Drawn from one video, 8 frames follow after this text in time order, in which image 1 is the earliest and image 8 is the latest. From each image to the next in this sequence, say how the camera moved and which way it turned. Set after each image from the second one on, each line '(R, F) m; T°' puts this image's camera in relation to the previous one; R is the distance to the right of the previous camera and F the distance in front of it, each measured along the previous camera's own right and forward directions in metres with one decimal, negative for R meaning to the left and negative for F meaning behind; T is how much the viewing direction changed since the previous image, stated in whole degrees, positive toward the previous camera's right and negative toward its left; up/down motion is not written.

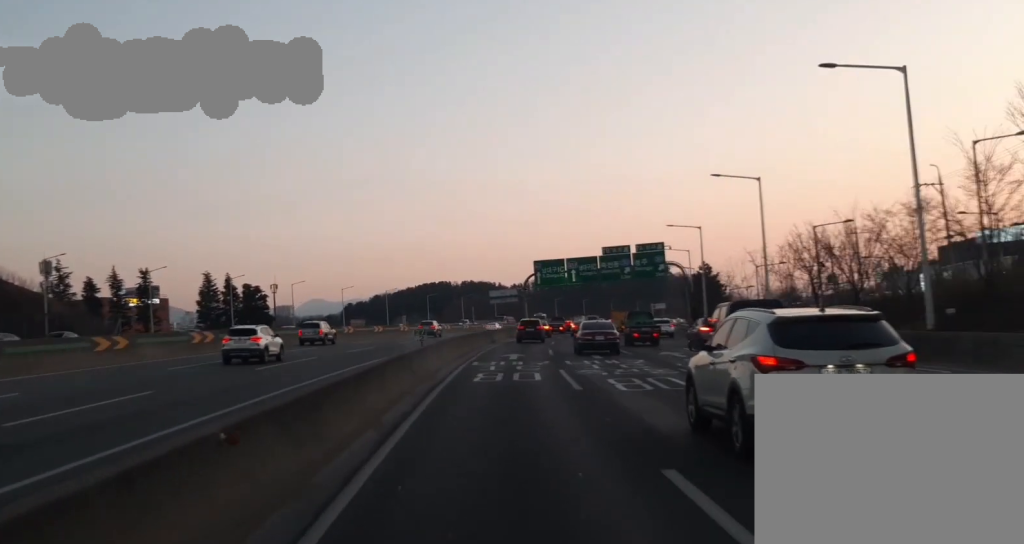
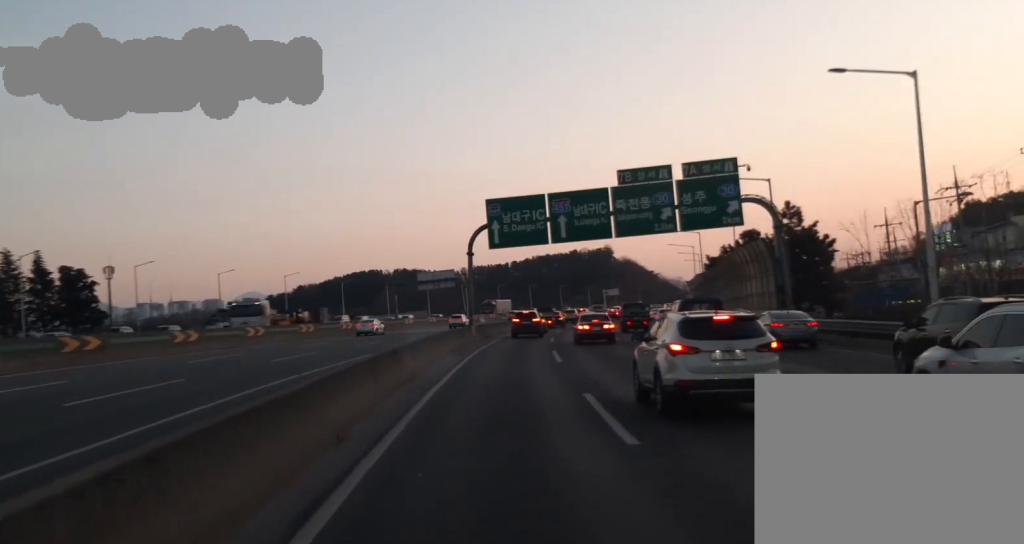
(+0.9, +50.0) m; +3°
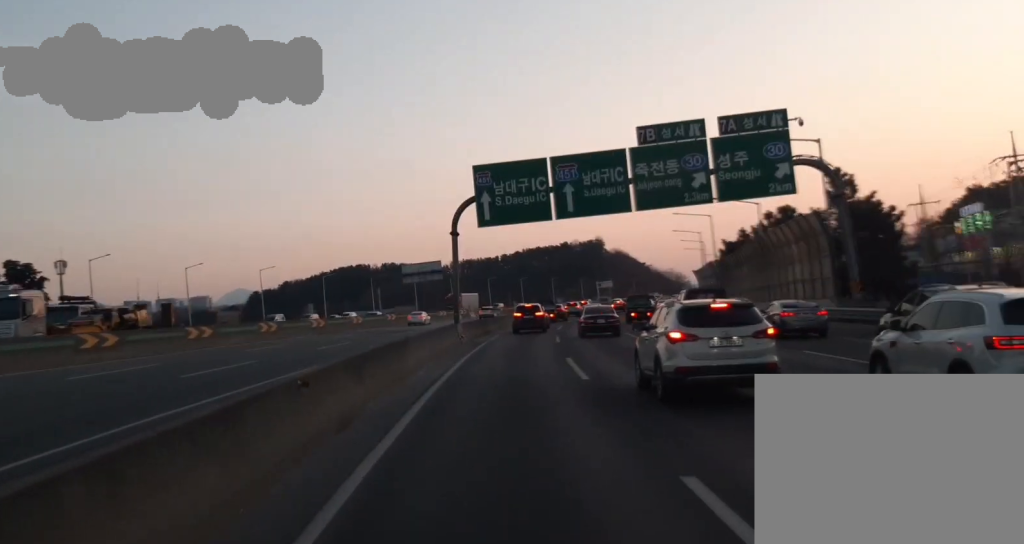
(+0.2, +9.9) m; +1°
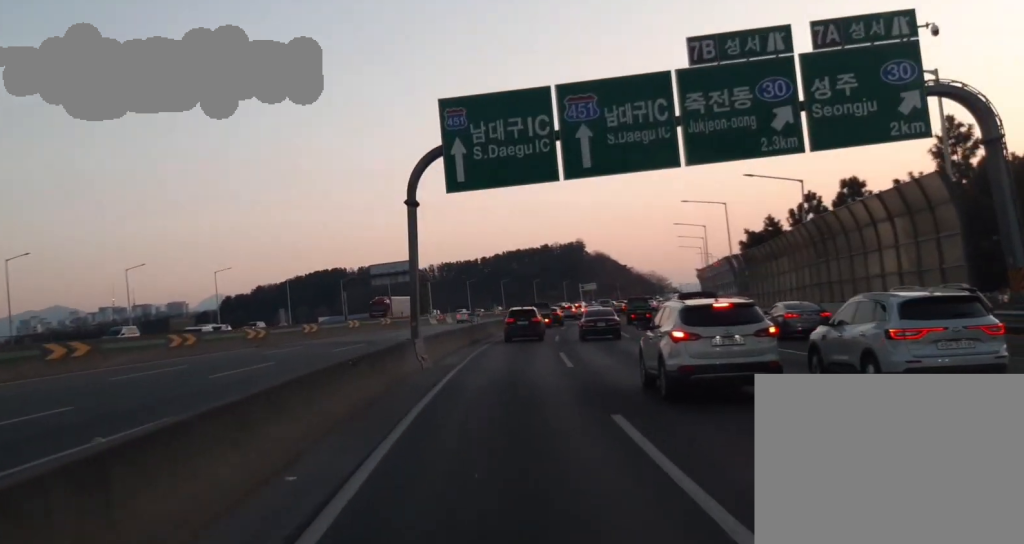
(+0.1, +14.4) m; +2°
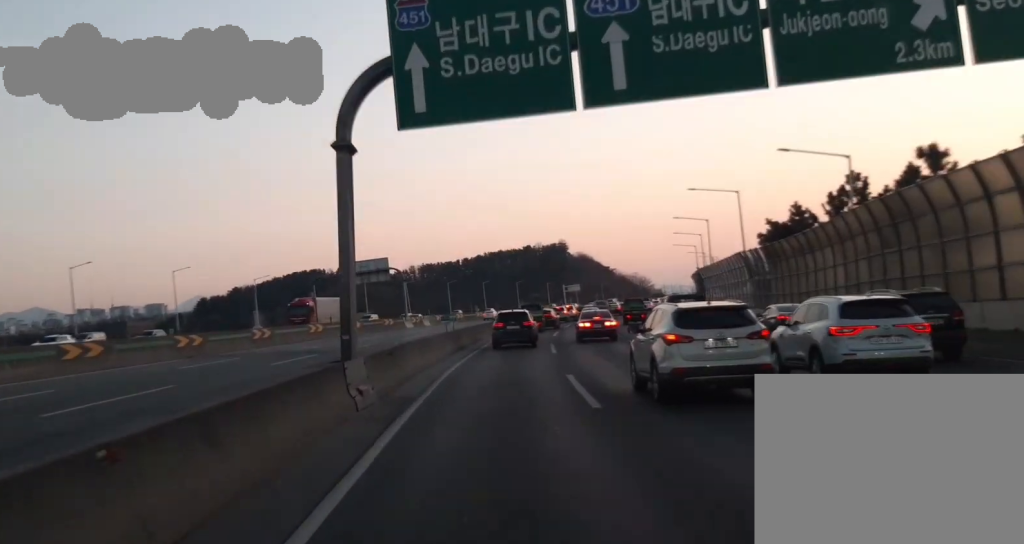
(+0.3, +9.9) m; +1°
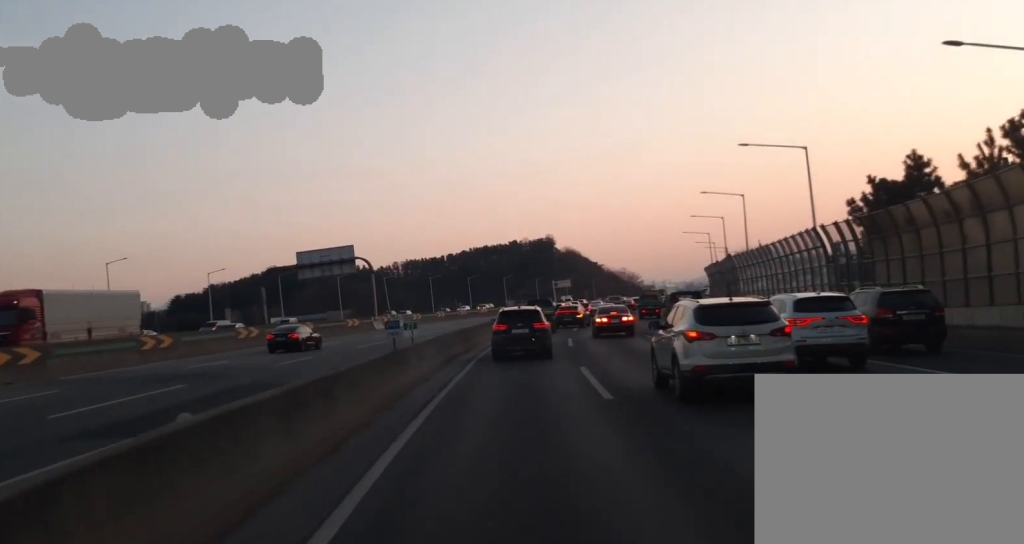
(+0.3, +17.7) m; +1°
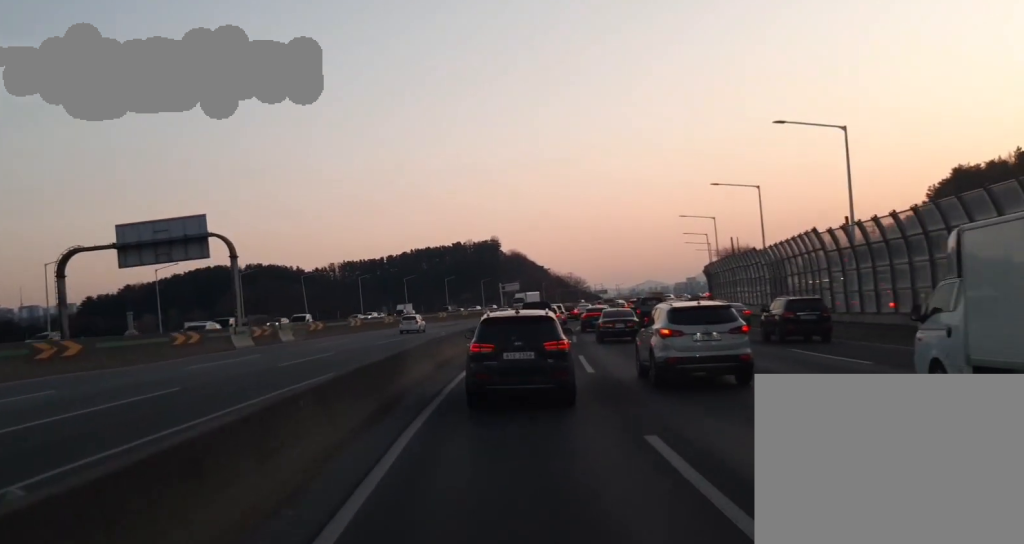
(+0.1, +34.3) m; 0°
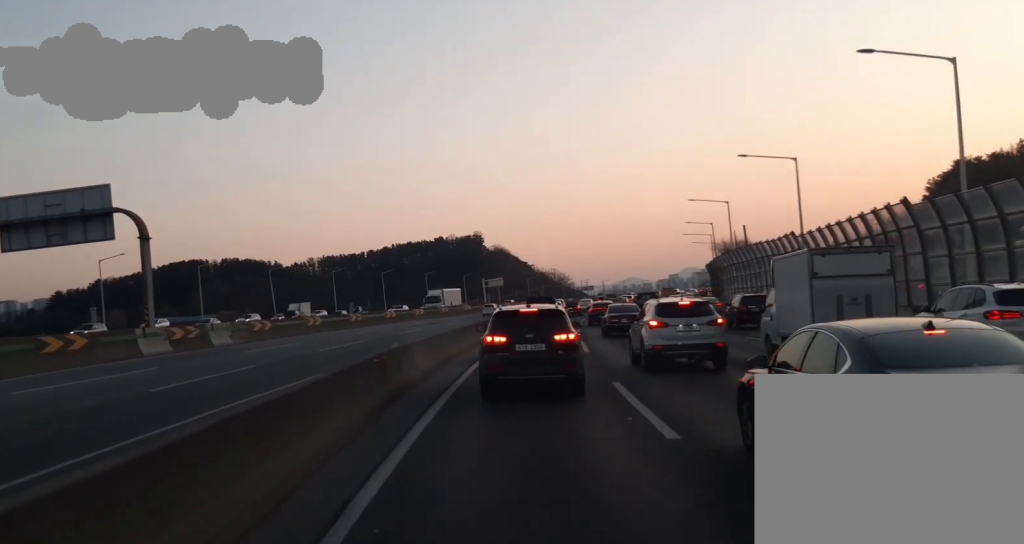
(0.0, +15.4) m; 0°
